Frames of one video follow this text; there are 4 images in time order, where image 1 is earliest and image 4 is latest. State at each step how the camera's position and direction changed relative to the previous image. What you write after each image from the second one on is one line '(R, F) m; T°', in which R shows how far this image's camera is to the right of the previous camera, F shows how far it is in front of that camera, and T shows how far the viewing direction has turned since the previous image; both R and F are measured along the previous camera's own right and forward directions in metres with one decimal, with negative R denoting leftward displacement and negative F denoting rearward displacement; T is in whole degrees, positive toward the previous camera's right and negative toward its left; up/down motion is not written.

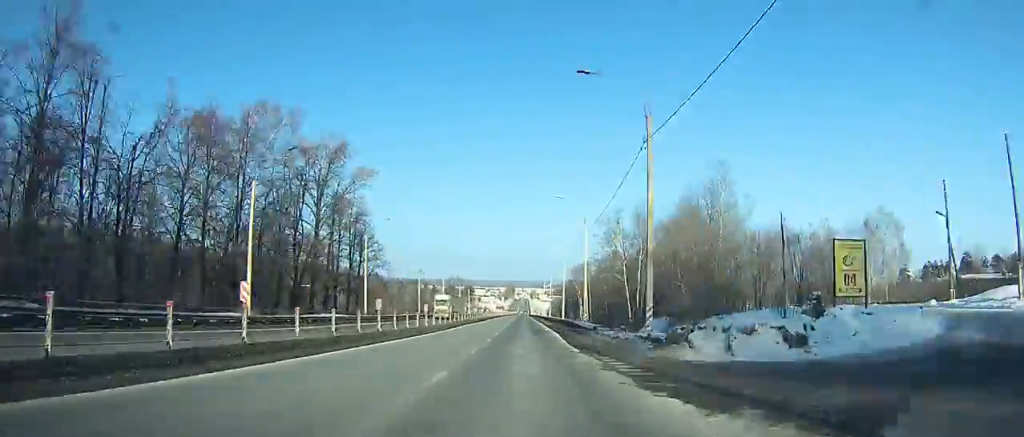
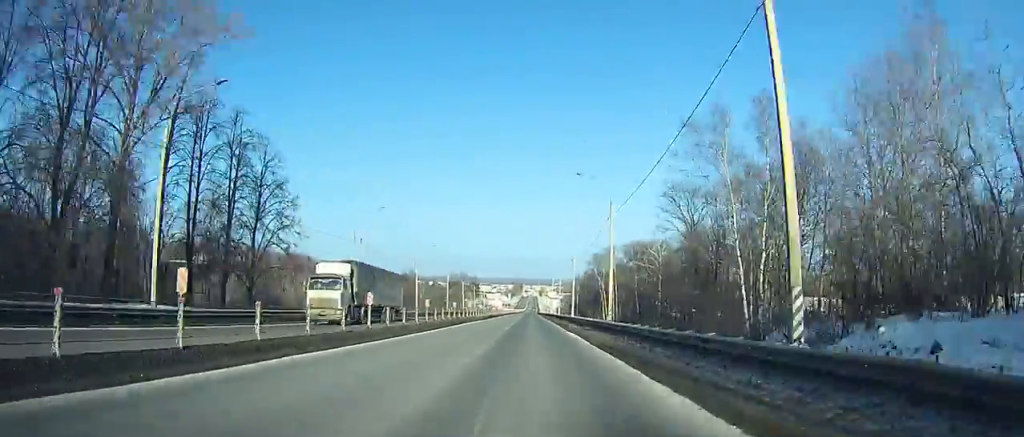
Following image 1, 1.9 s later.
(0.0, +39.2) m; 0°
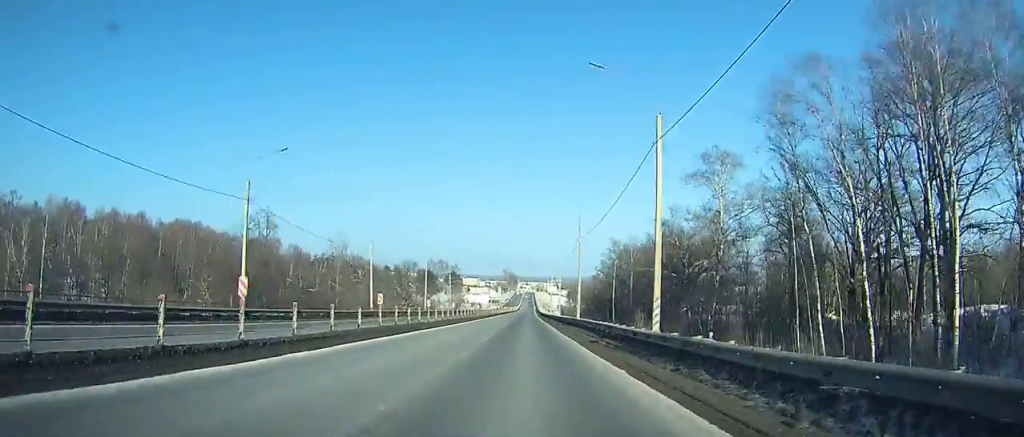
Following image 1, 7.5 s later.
(-0.1, +117.7) m; 0°
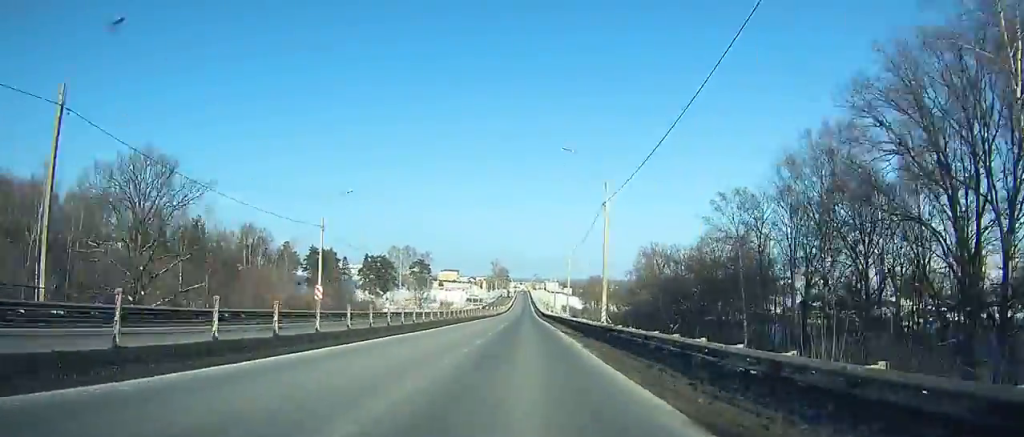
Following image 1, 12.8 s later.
(0.0, +115.0) m; 0°
